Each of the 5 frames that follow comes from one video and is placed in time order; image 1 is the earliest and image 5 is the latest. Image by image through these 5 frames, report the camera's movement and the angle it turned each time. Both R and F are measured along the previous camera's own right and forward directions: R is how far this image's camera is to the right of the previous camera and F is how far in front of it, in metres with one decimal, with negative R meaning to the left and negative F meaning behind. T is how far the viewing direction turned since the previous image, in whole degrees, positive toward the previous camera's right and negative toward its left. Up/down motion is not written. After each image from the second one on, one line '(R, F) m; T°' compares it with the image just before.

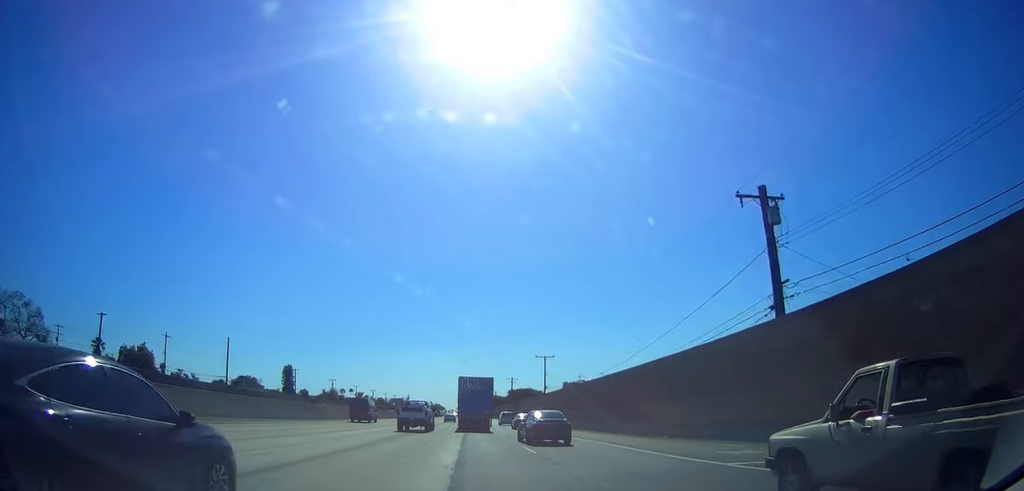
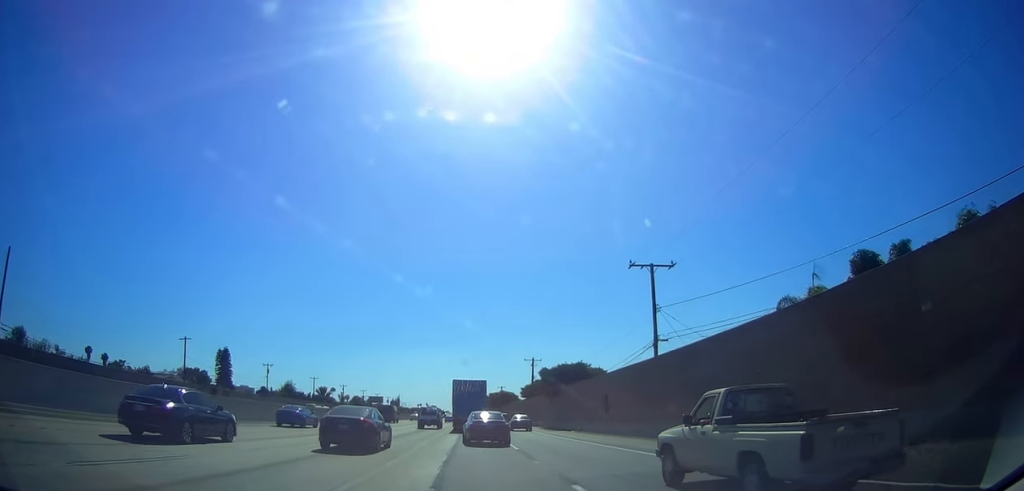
(0.0, +56.0) m; 0°
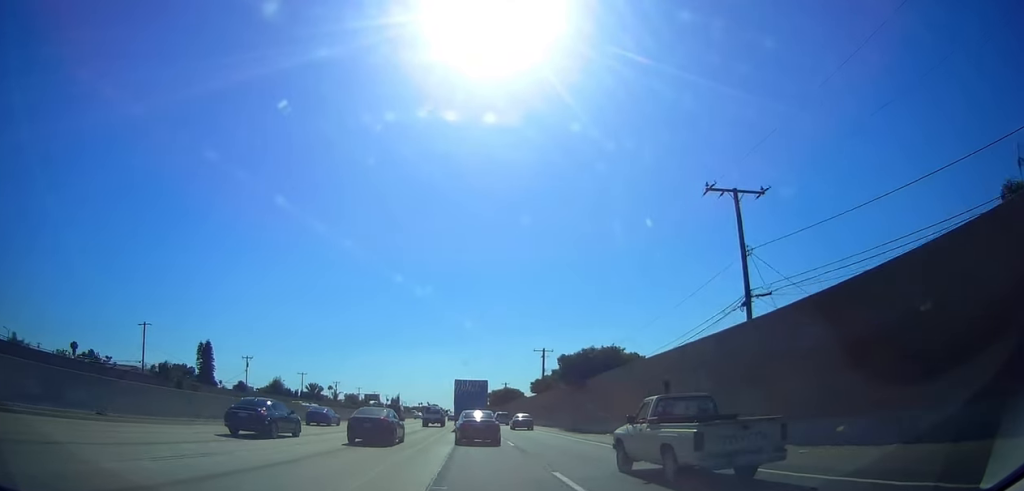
(0.0, +12.8) m; 0°
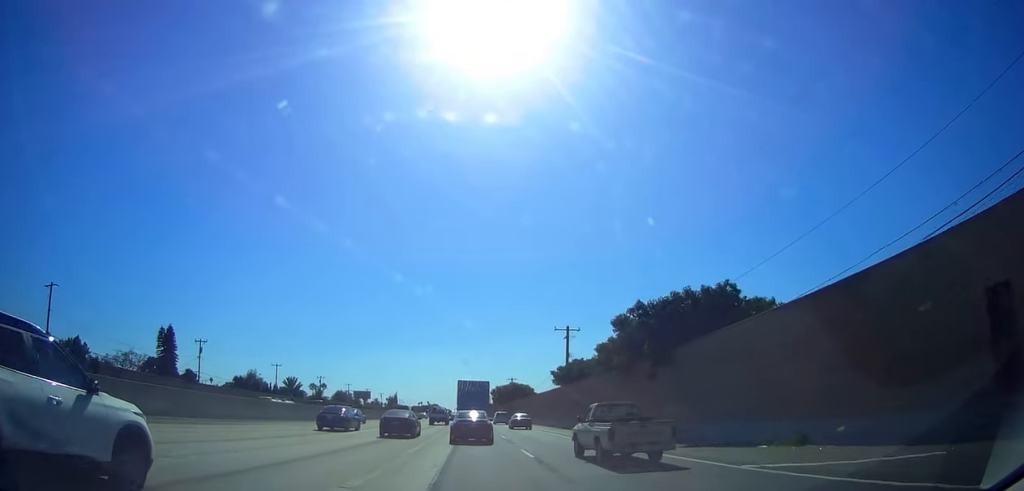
(0.0, +21.0) m; 0°
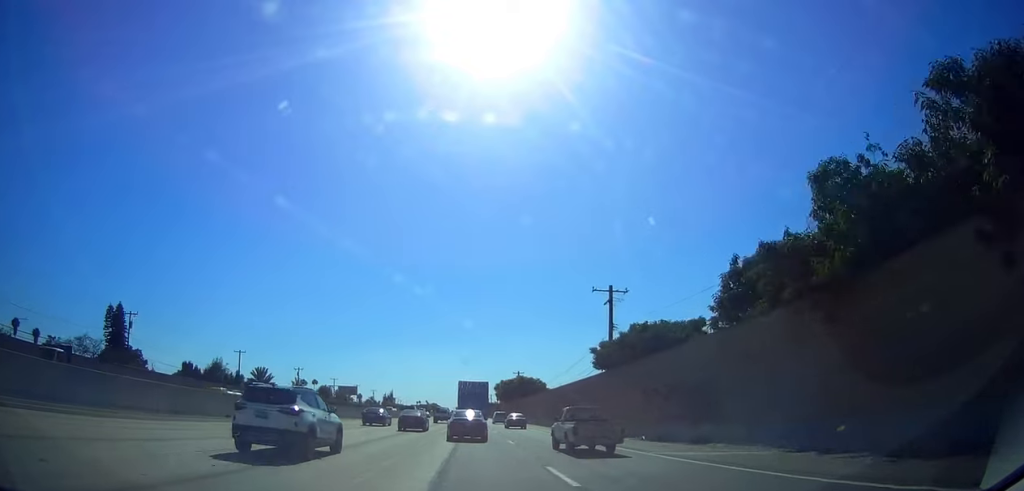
(0.0, +20.6) m; 0°
